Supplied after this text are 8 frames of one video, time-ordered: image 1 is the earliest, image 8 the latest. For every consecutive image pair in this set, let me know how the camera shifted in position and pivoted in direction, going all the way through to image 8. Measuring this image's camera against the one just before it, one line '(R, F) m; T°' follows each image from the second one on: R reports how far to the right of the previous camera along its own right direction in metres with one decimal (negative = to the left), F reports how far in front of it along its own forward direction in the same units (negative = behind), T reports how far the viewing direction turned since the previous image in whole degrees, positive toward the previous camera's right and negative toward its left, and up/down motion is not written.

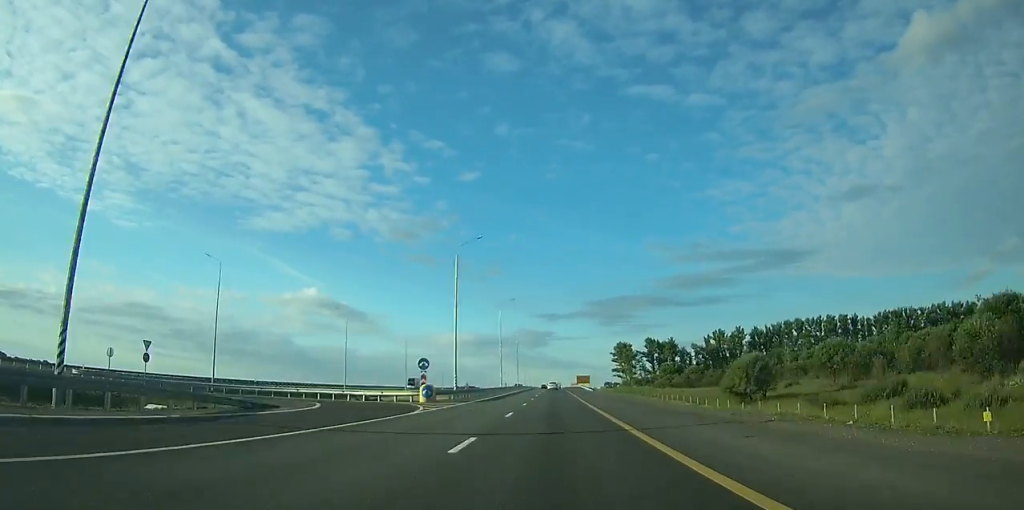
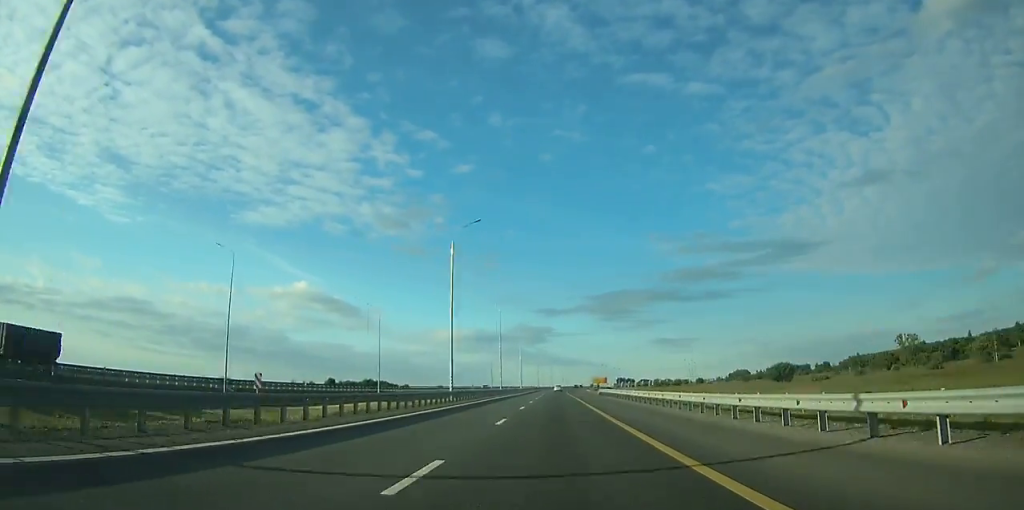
(-0.5, +222.5) m; 0°
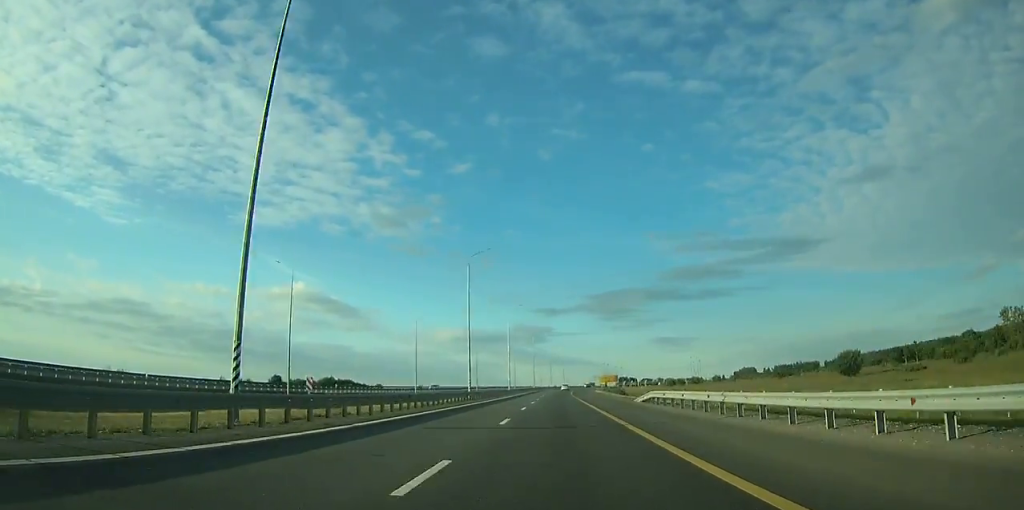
(-0.2, +32.9) m; 0°
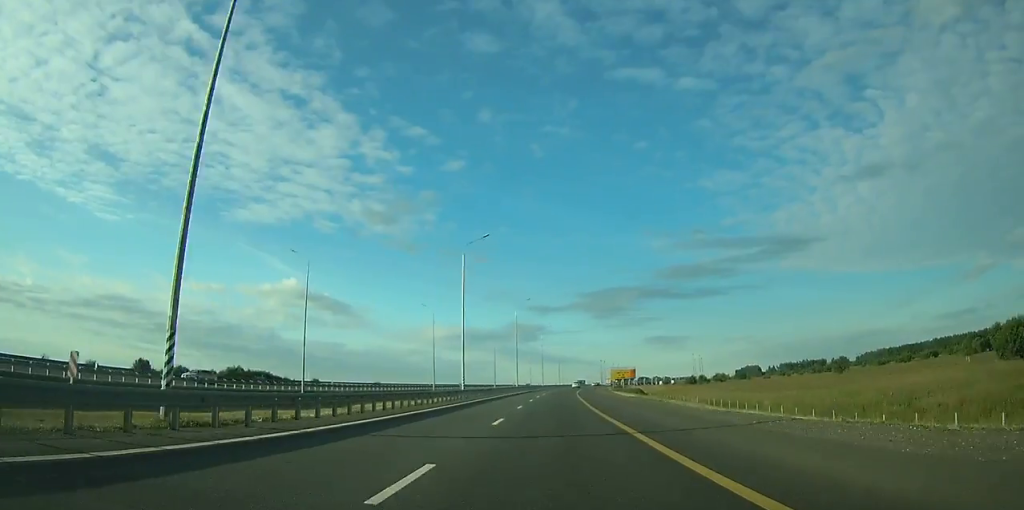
(+0.4, +42.9) m; +1°
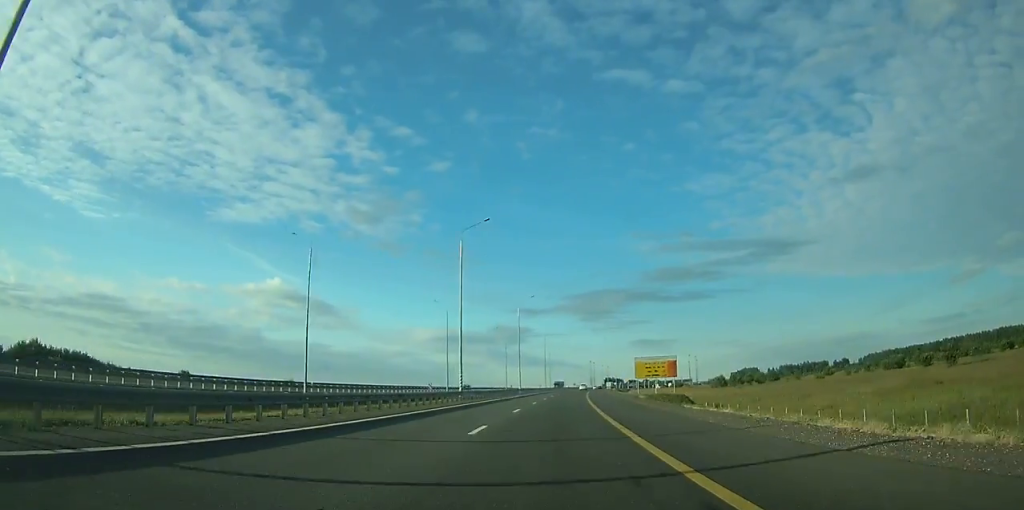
(+0.1, +46.2) m; +1°
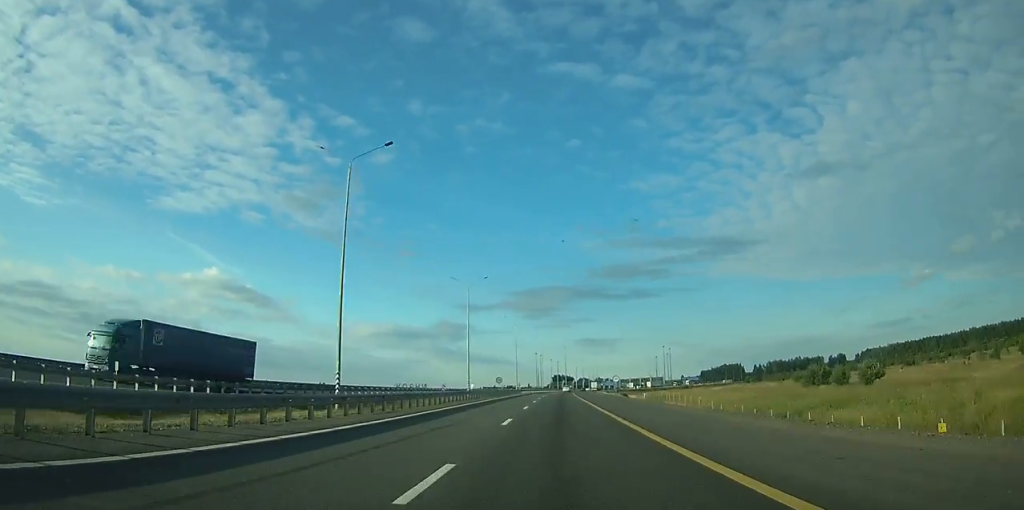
(+6.2, +148.8) m; +4°
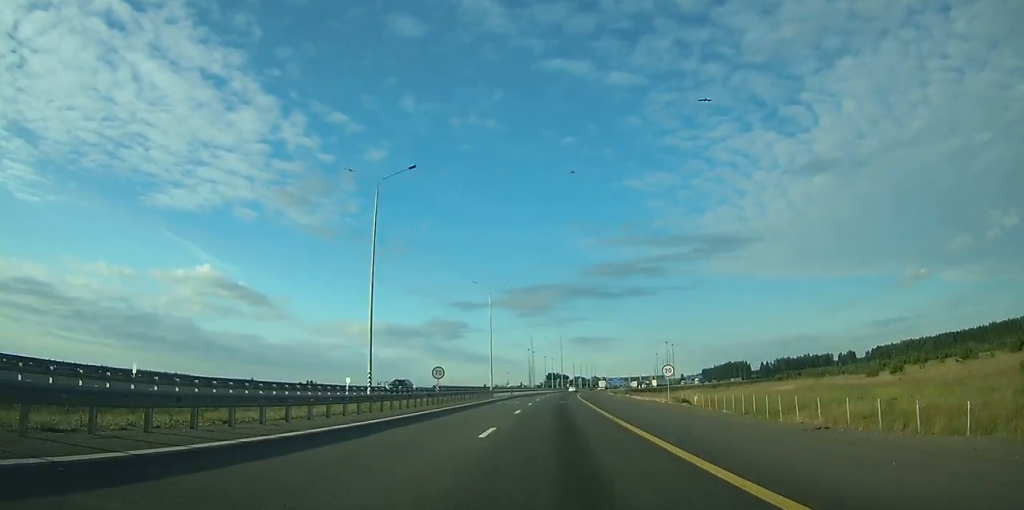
(+0.4, +41.2) m; +1°
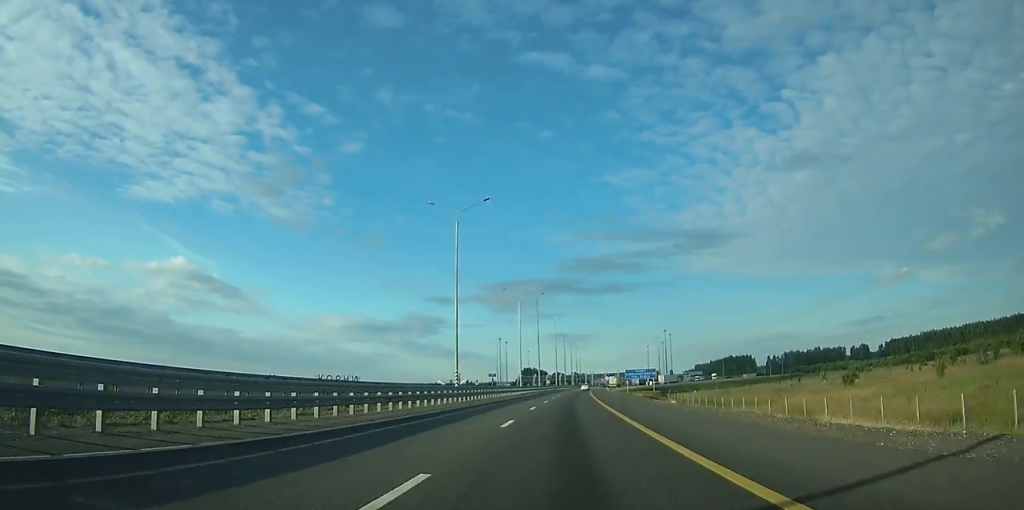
(+1.4, +83.1) m; +3°
